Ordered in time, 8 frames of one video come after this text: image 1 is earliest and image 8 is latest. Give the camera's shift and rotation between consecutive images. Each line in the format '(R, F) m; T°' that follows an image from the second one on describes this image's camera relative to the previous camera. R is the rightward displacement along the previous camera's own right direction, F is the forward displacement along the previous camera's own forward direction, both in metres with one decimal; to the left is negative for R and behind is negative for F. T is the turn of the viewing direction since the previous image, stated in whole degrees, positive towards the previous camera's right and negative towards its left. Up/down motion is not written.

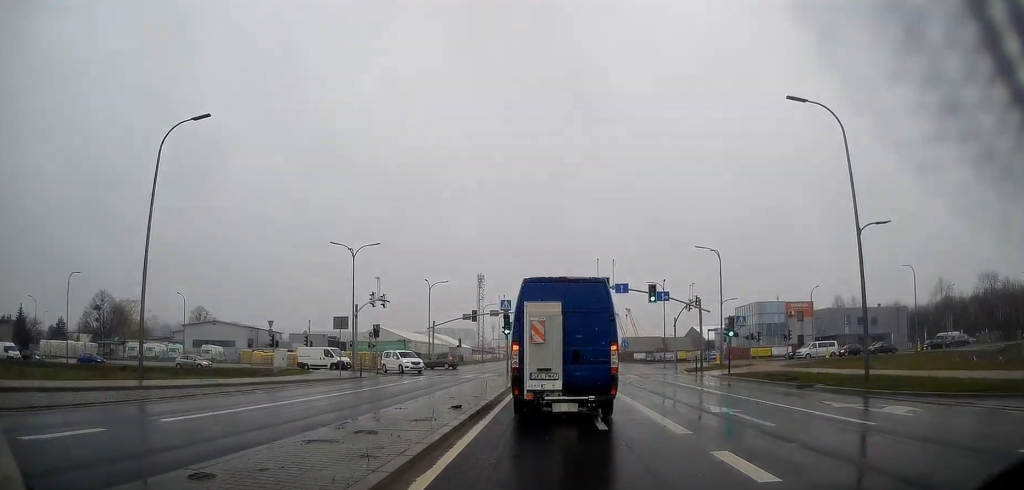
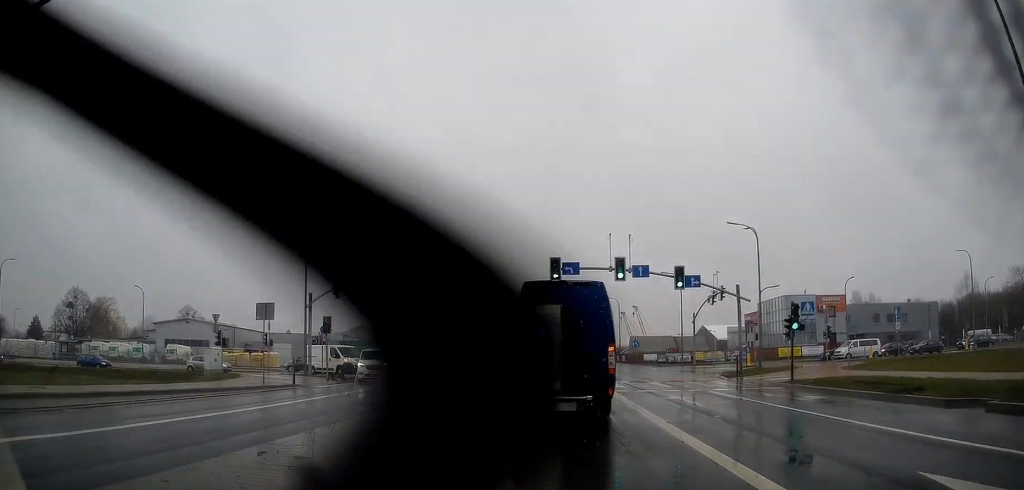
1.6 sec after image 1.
(-0.1, +9.7) m; -1°
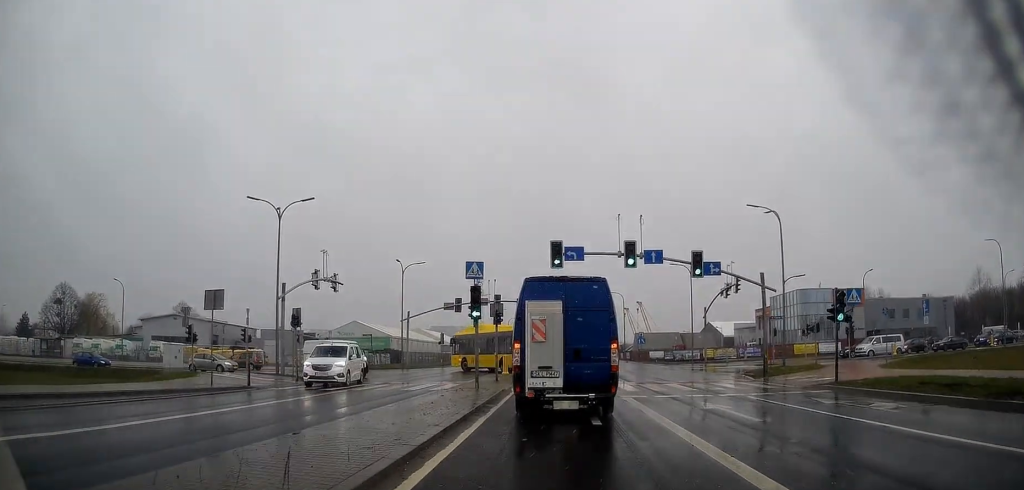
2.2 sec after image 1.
(0.0, +4.3) m; +1°
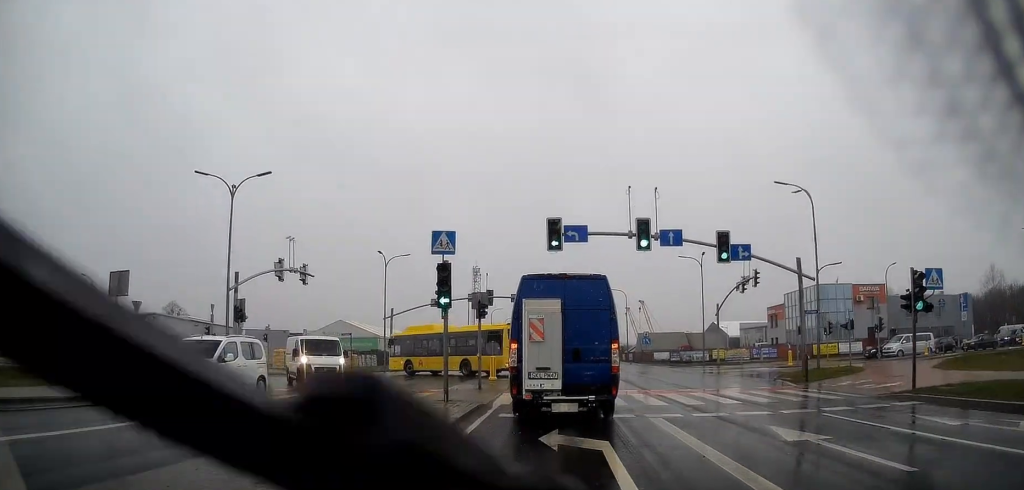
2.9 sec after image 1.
(0.0, +5.4) m; +1°
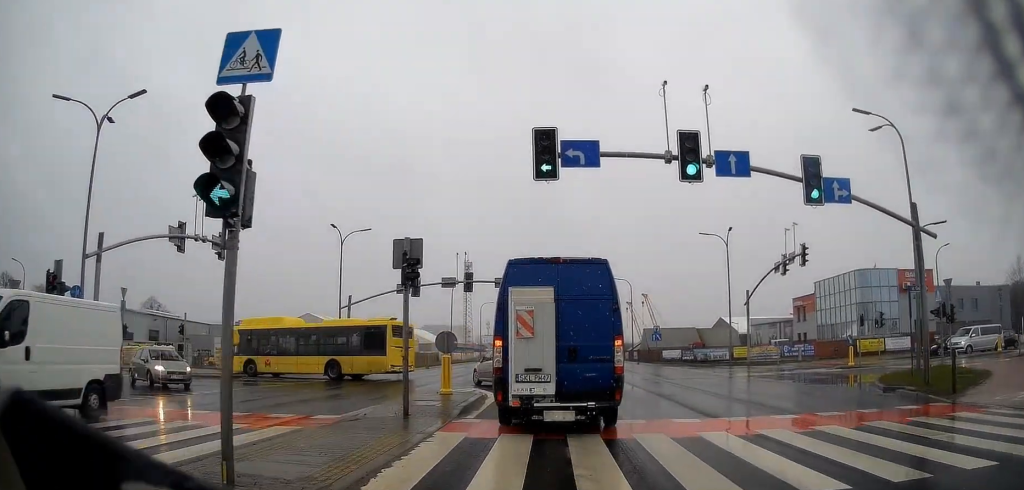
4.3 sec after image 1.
(0.0, +10.2) m; -1°
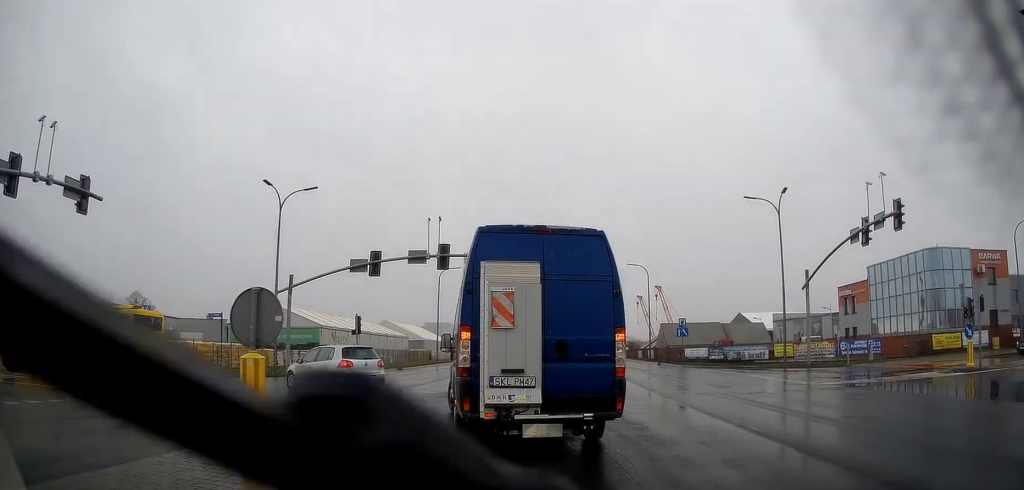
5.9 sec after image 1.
(0.0, +11.1) m; +2°
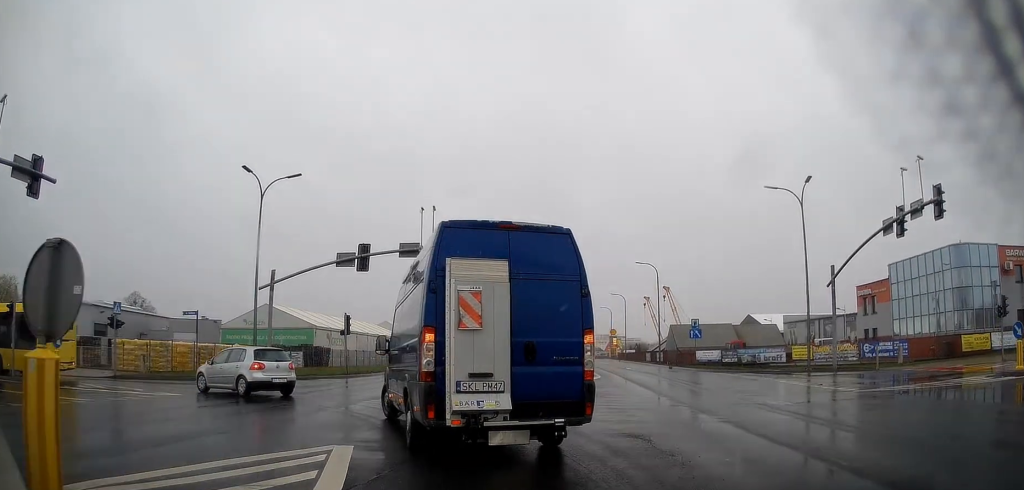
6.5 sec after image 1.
(+0.2, +3.4) m; -2°
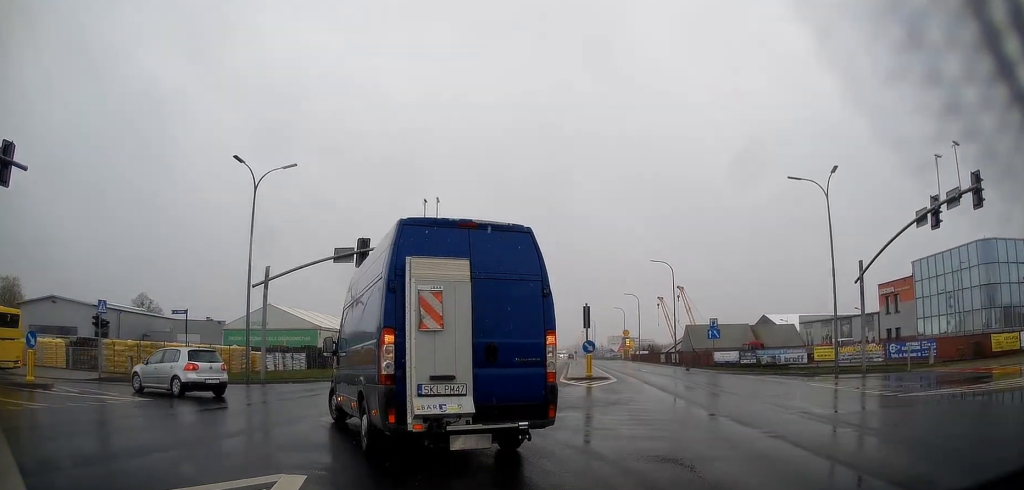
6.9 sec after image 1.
(0.0, +2.4) m; -2°
